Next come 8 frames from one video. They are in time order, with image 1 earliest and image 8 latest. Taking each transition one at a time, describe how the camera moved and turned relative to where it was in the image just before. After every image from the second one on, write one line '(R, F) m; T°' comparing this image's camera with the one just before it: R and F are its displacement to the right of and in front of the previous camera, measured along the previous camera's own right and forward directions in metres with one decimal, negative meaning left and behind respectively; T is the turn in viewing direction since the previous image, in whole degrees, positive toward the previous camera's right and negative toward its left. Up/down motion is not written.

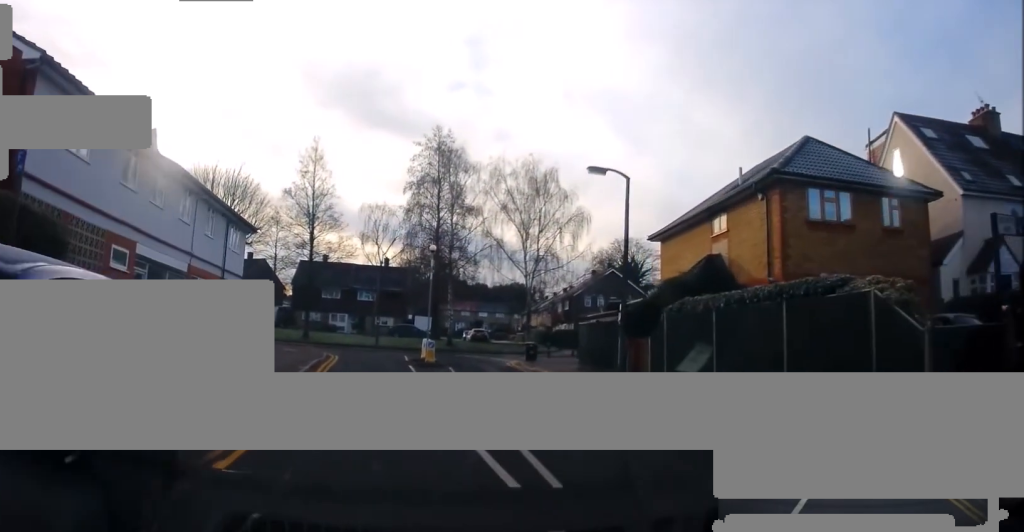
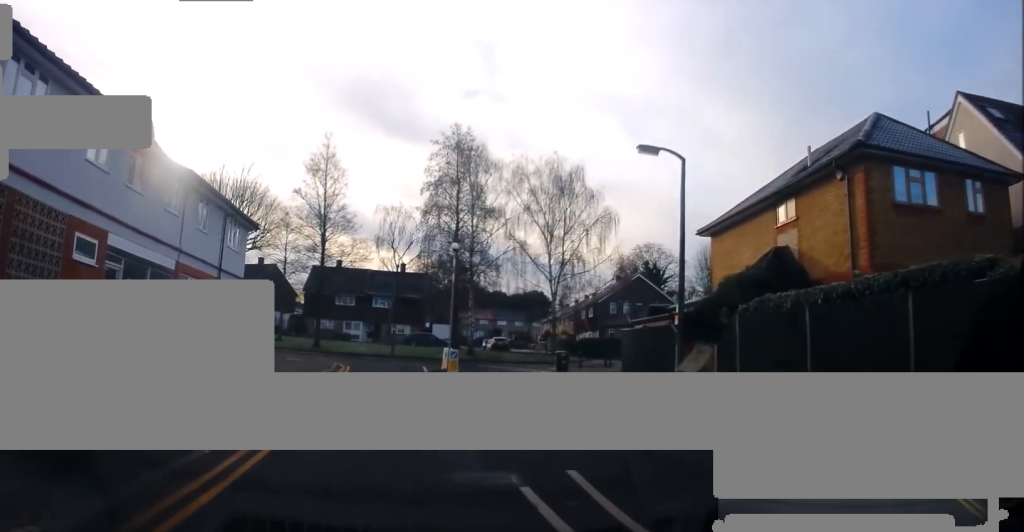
(0.0, +3.0) m; 0°
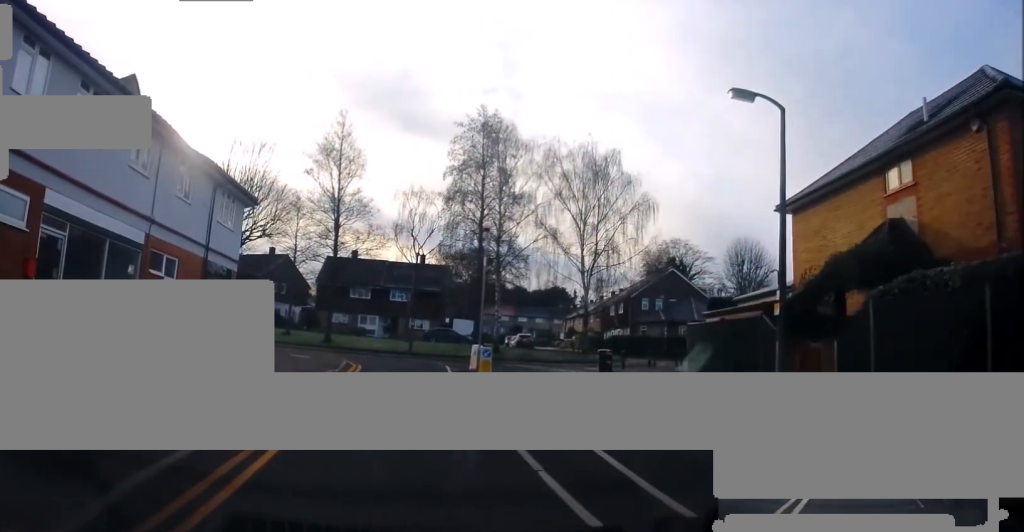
(0.0, +4.1) m; -1°
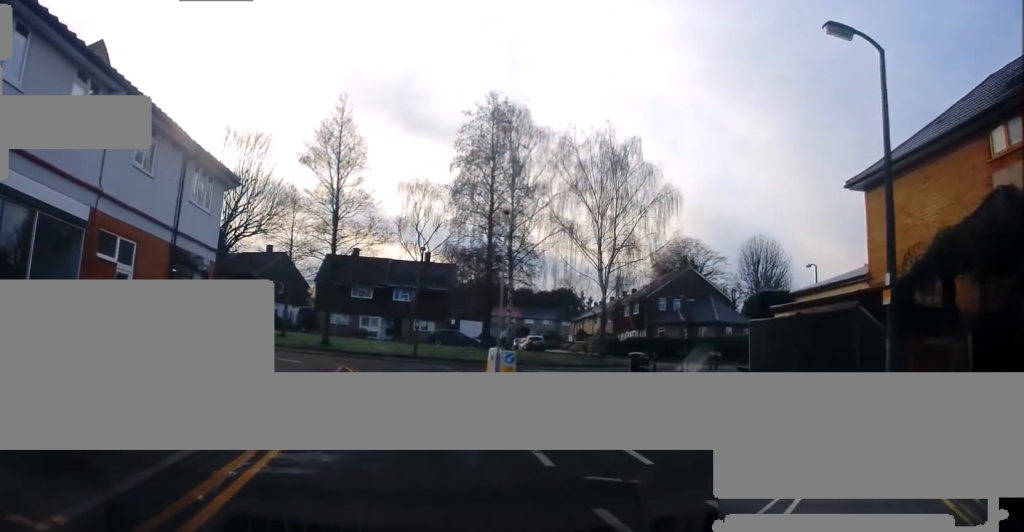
(-0.1, +3.1) m; 0°
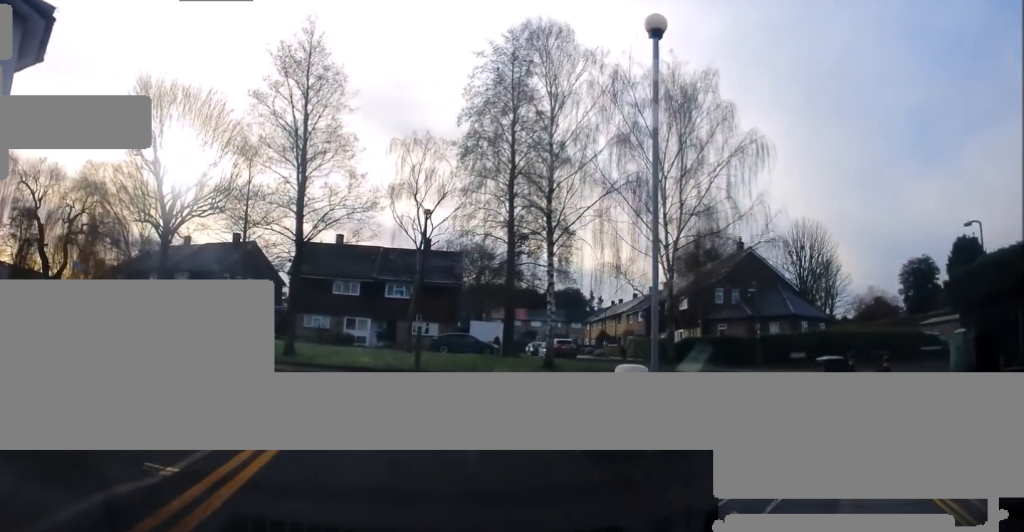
(-0.2, +12.4) m; 0°
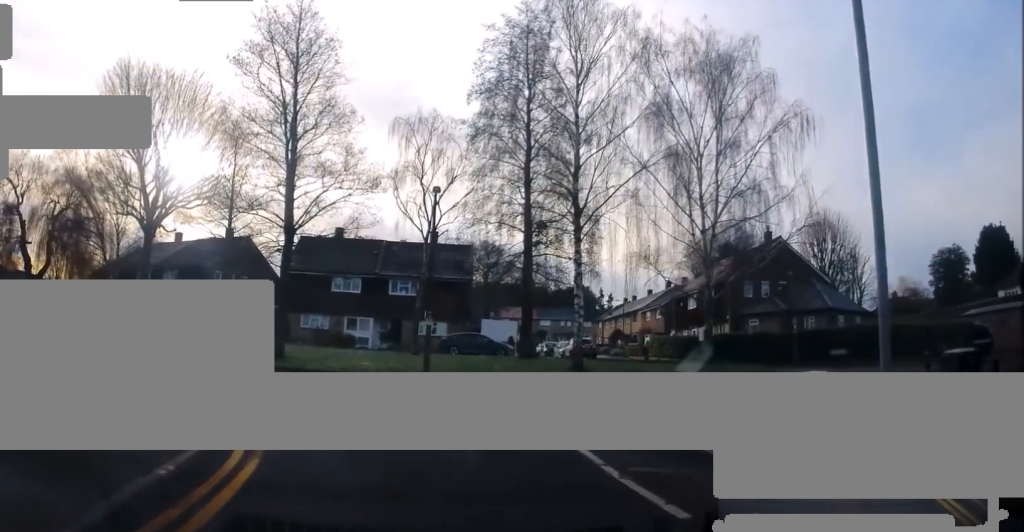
(+0.2, +3.7) m; +2°
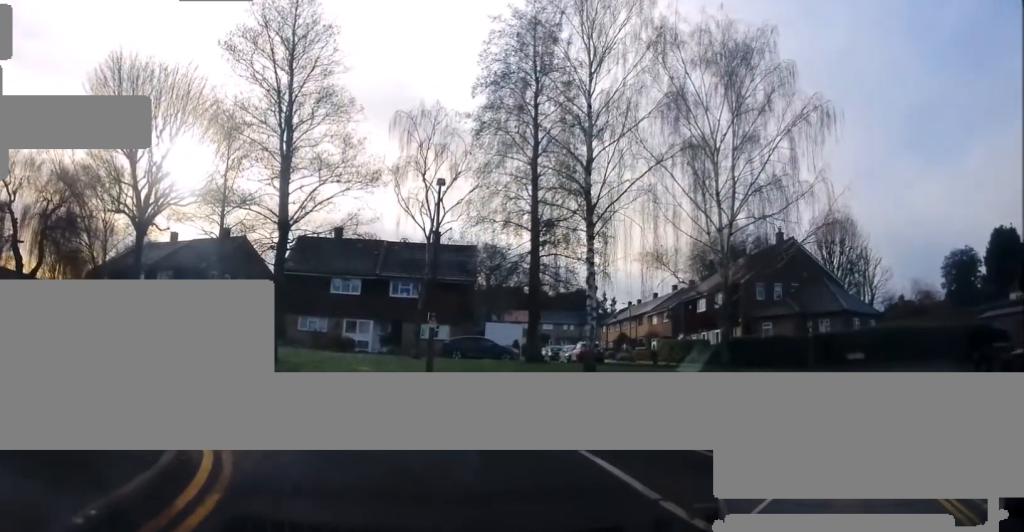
(+0.1, +1.6) m; 0°
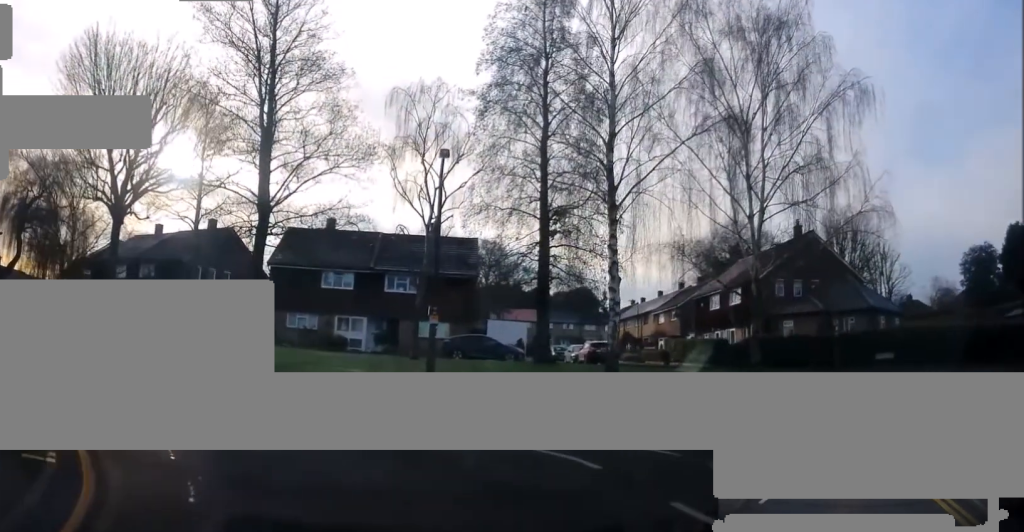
(-0.3, +2.9) m; 0°
